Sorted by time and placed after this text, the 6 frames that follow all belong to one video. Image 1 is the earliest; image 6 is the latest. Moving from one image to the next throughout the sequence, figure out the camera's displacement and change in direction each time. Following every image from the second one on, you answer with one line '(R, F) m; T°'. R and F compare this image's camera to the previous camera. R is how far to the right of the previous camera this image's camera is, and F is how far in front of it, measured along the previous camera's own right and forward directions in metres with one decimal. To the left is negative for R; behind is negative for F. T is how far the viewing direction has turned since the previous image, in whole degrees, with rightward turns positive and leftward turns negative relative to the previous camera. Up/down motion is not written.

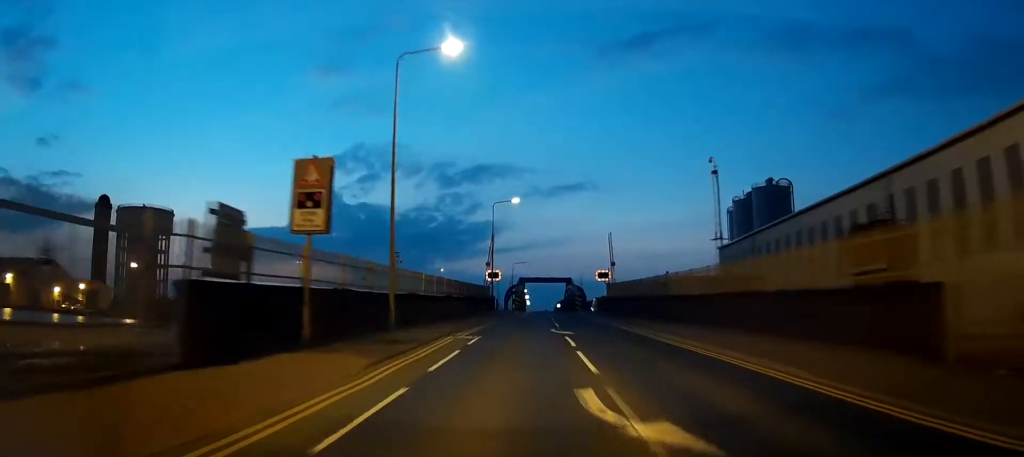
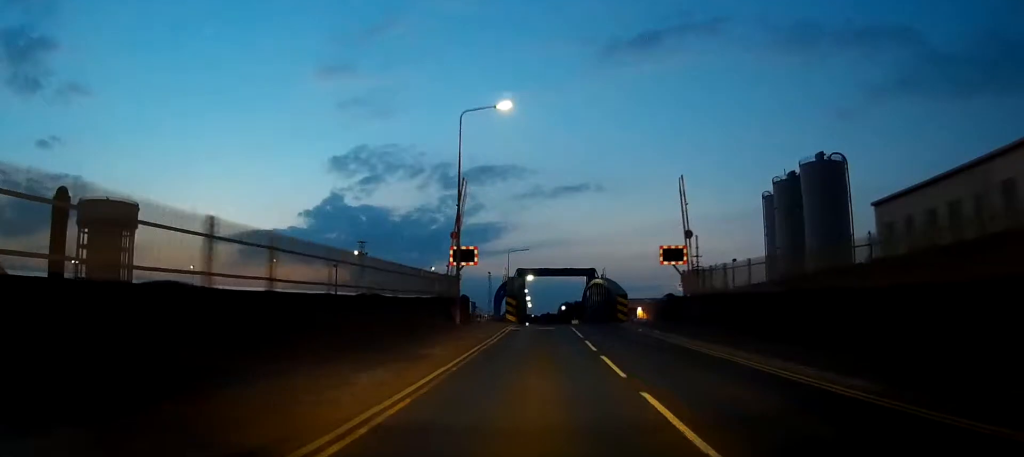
(-2.1, +30.4) m; -6°
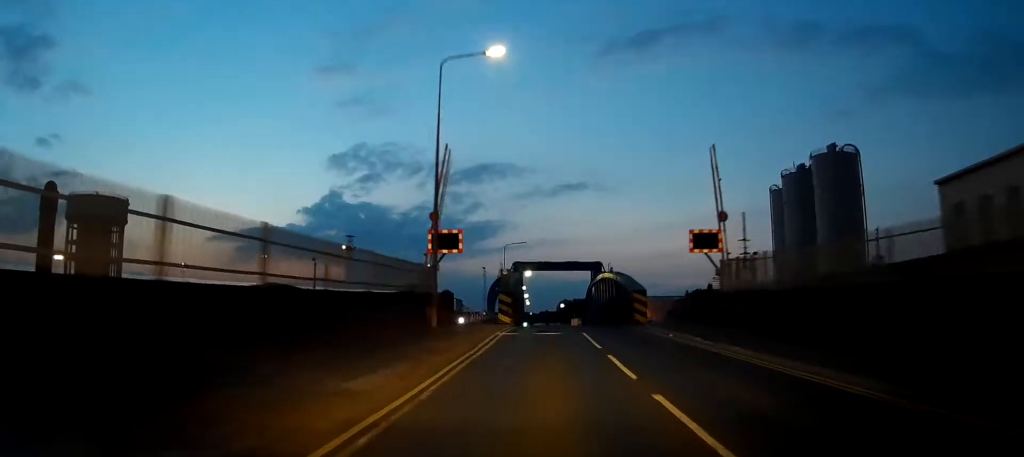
(-0.2, +6.3) m; +1°
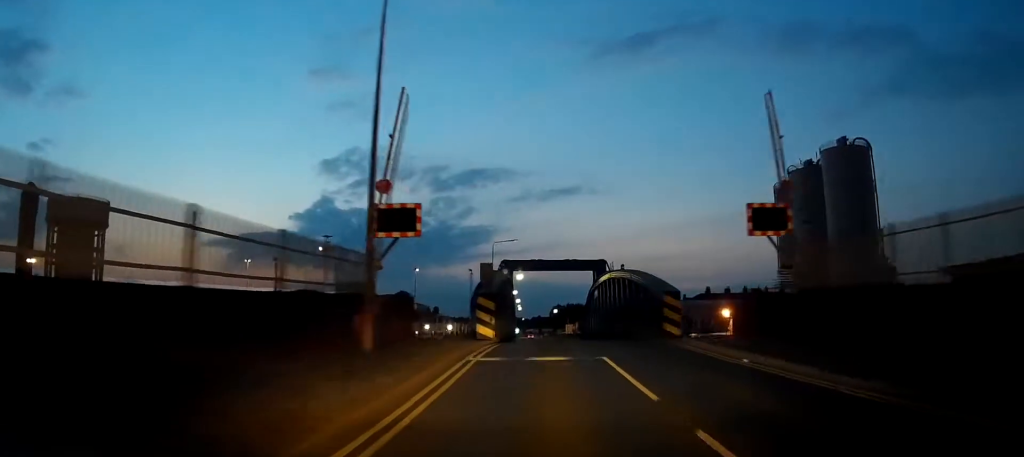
(+0.3, +7.7) m; +2°
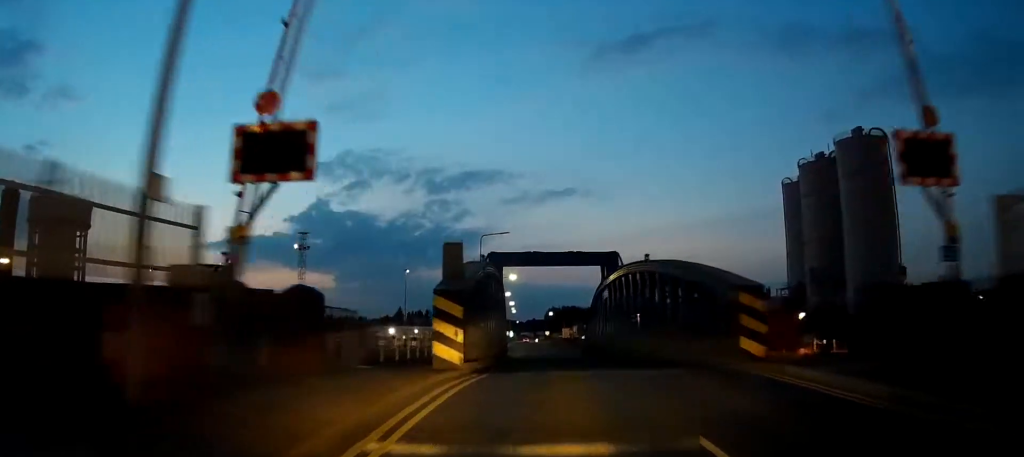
(+0.2, +8.1) m; +2°
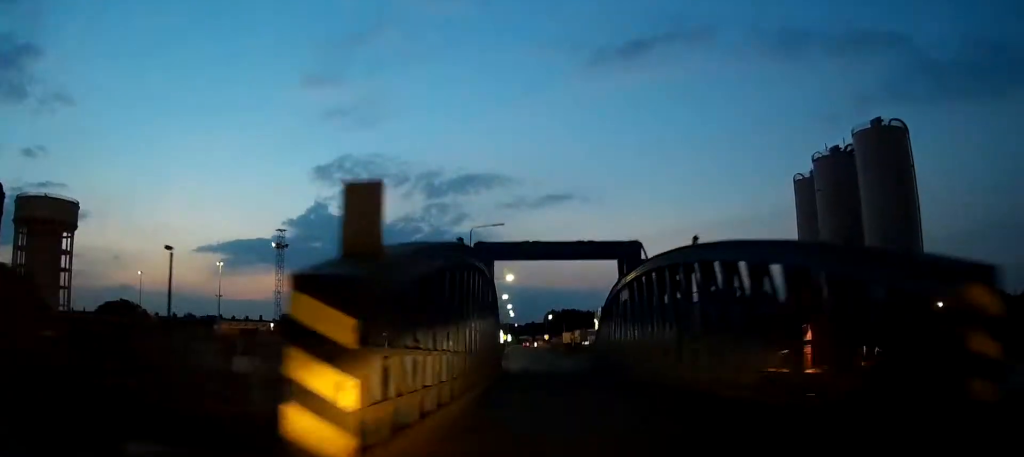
(+0.1, +7.3) m; 0°
